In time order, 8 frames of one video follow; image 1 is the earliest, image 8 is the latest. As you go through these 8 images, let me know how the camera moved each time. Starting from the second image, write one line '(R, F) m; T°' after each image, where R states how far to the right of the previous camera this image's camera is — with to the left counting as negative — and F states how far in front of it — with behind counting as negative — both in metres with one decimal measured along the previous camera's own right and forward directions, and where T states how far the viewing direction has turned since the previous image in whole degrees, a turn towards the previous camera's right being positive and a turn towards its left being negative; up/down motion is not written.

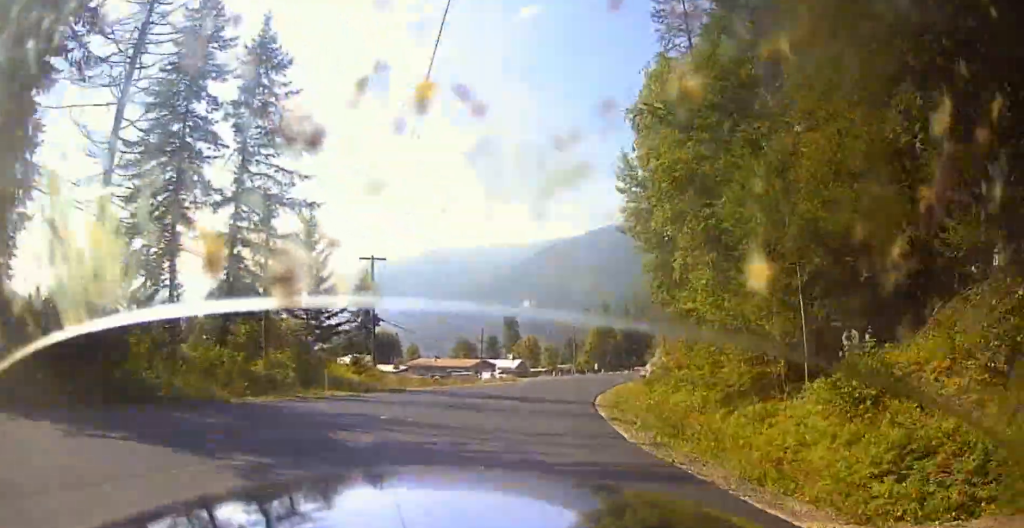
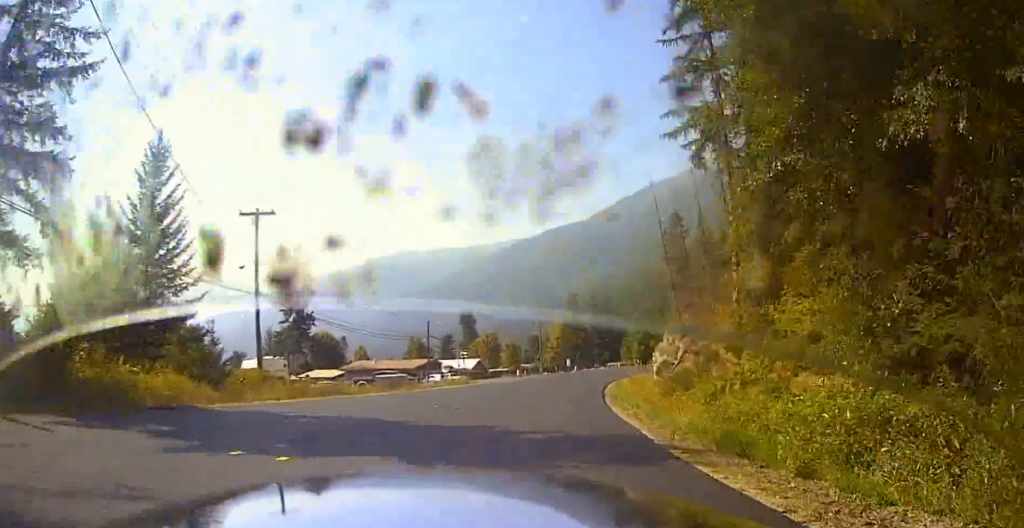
(+0.8, +18.0) m; +4°
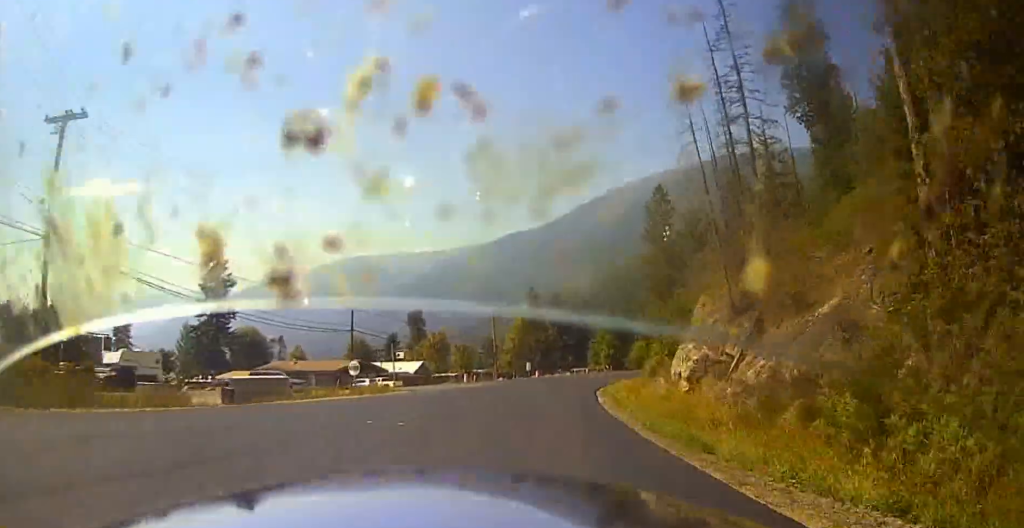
(+0.2, +19.8) m; +3°
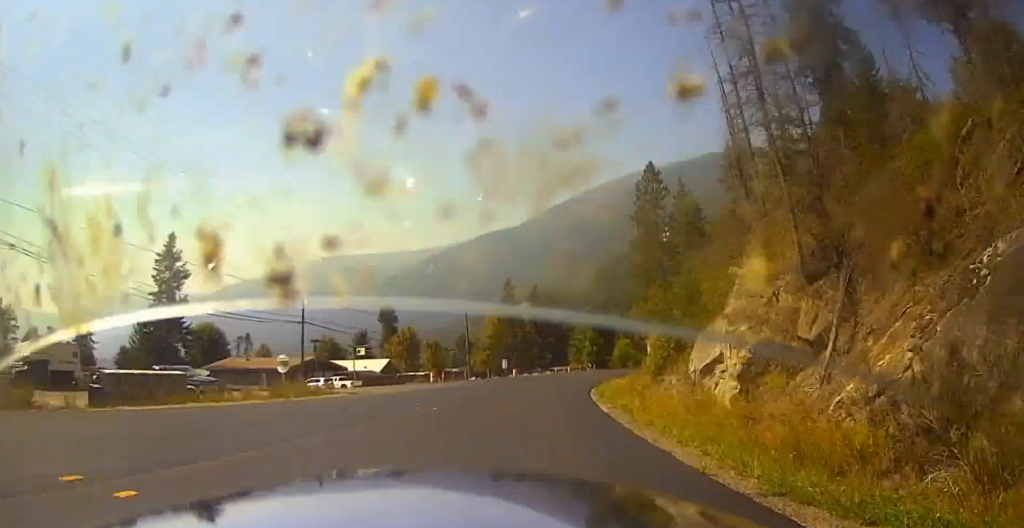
(+0.3, +9.0) m; +2°
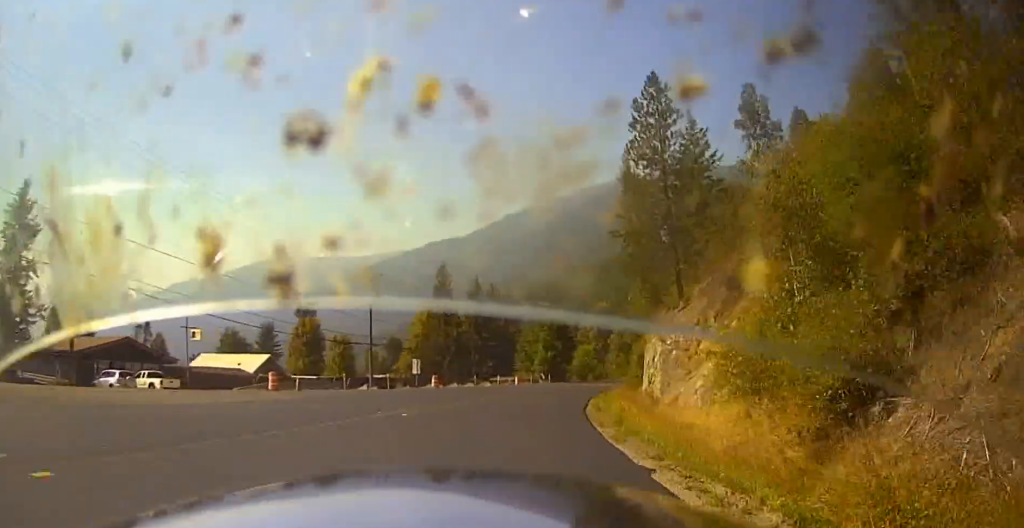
(+1.2, +27.3) m; +4°
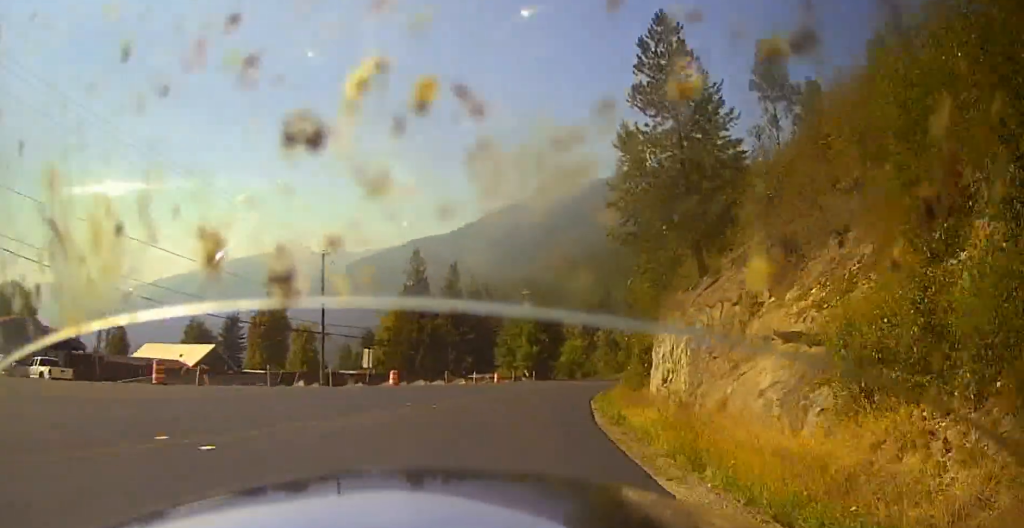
(-0.1, +9.4) m; +1°
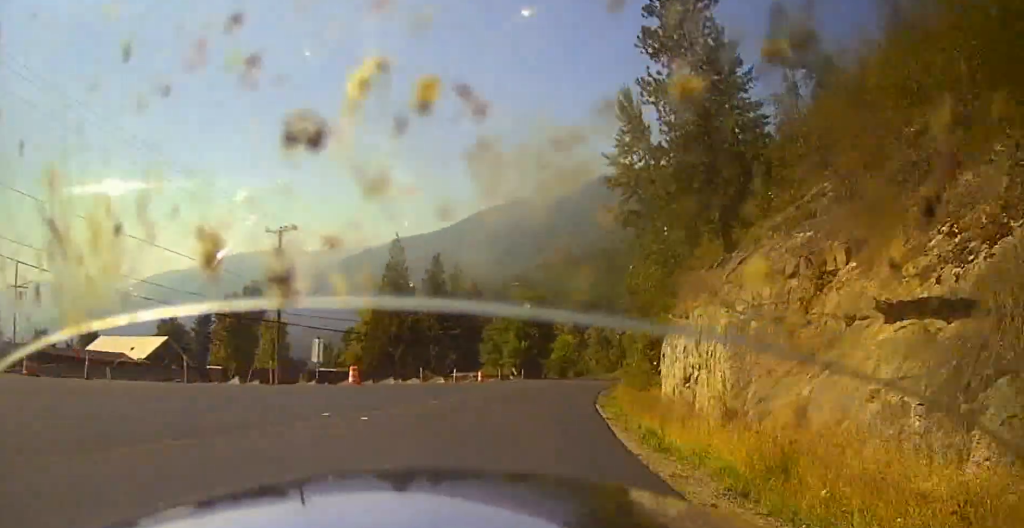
(+0.1, +6.8) m; +2°
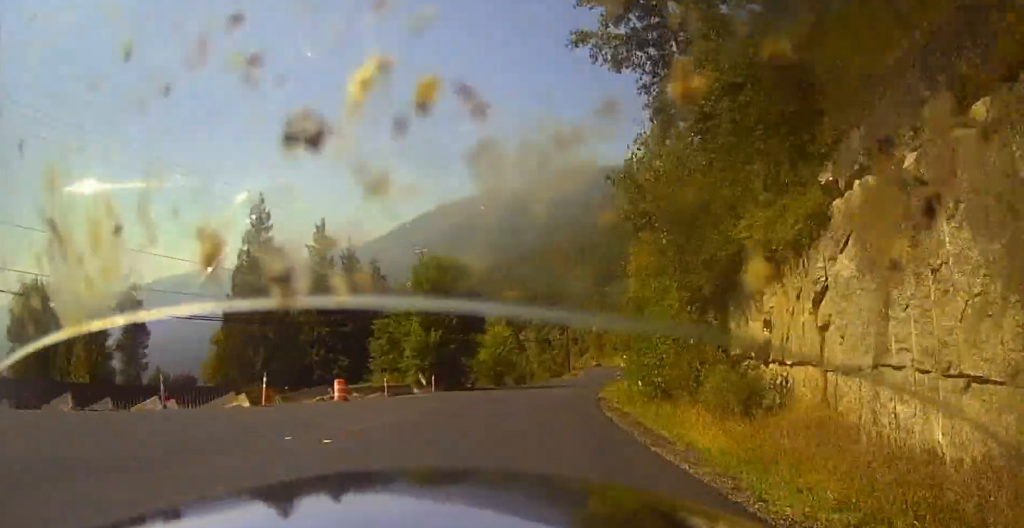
(+2.0, +27.8) m; +9°
